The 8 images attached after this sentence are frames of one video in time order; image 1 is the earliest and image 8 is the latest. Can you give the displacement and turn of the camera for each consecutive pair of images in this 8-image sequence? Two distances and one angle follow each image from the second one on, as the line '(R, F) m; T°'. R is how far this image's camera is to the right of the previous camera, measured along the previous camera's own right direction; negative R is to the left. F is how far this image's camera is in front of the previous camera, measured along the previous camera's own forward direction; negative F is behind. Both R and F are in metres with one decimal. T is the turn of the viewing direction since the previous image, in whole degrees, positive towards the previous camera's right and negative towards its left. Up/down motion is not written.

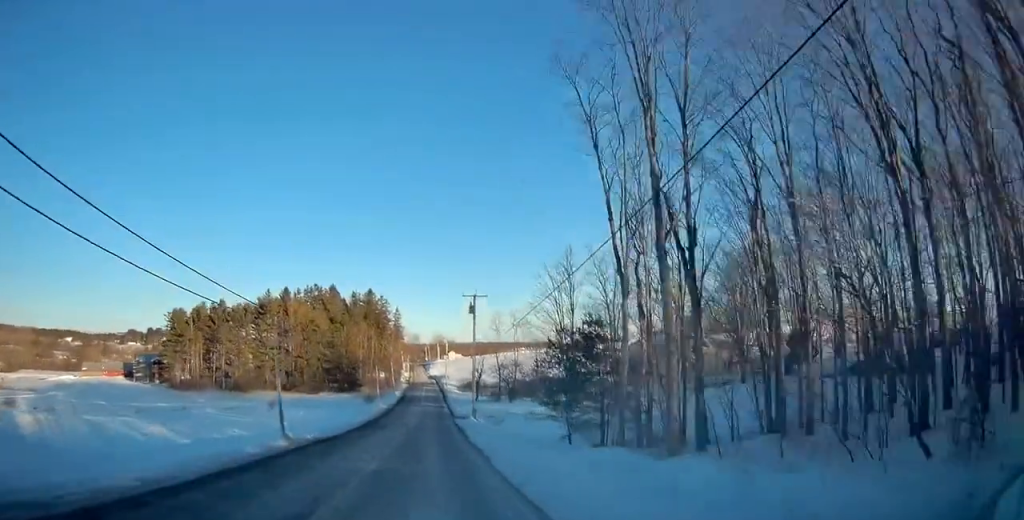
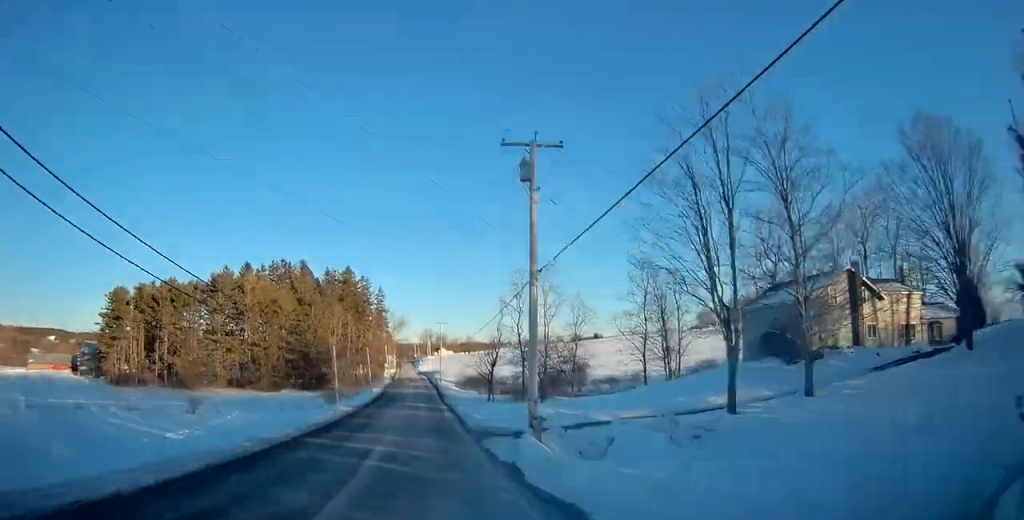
(+0.3, +31.3) m; +1°
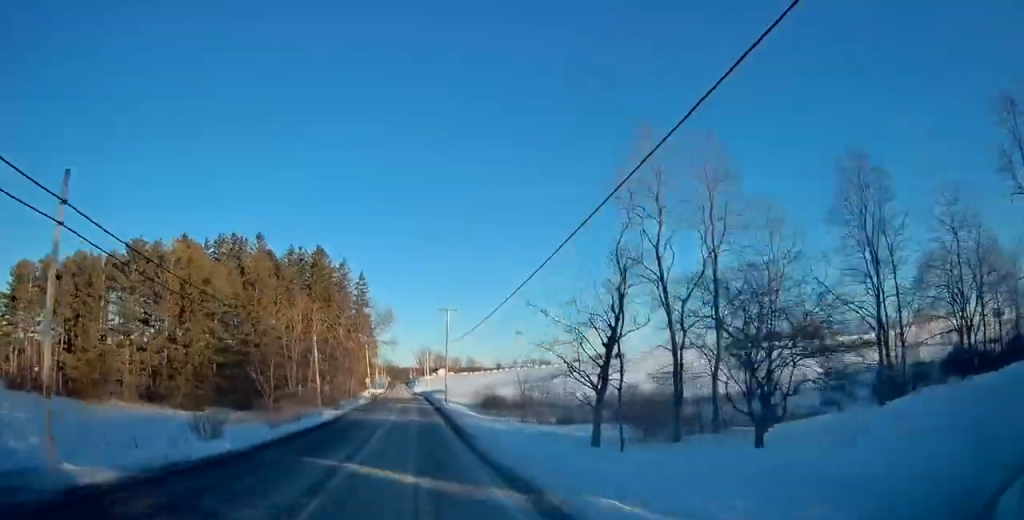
(+0.3, +39.6) m; 0°
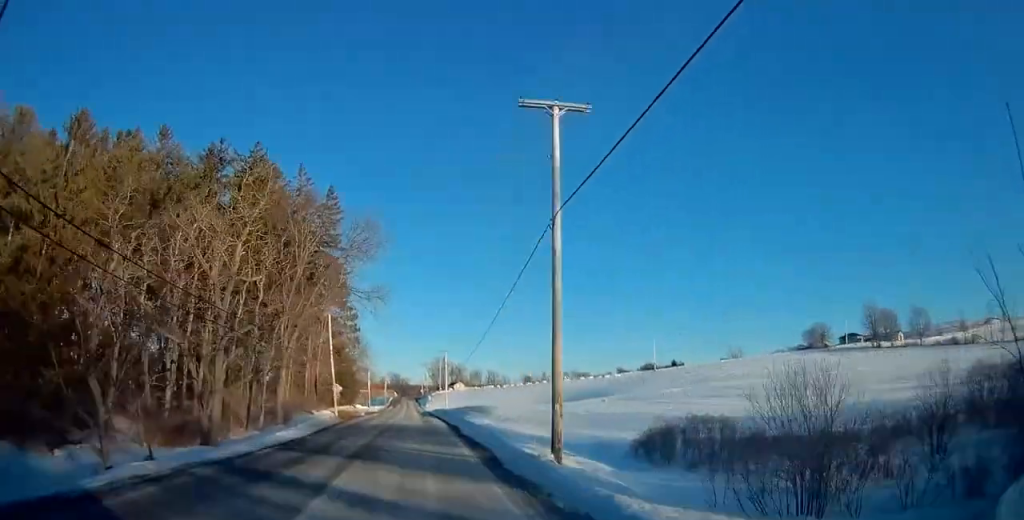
(-0.5, +50.1) m; -1°
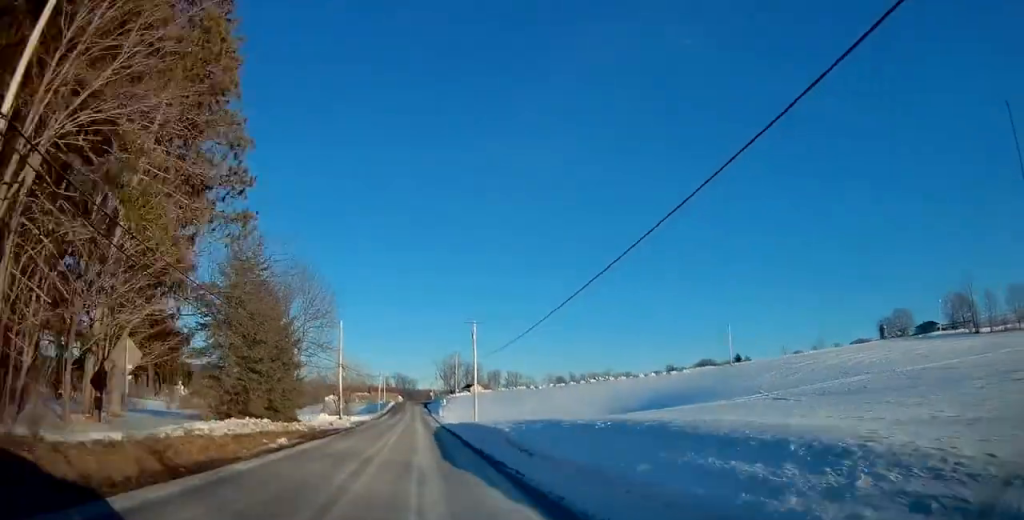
(0.0, +44.3) m; -1°
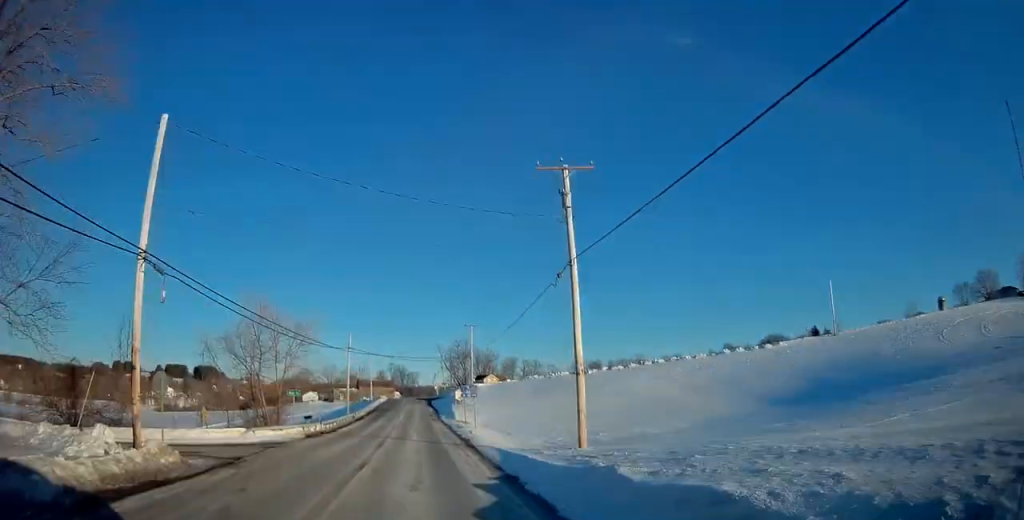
(-0.5, +41.4) m; 0°
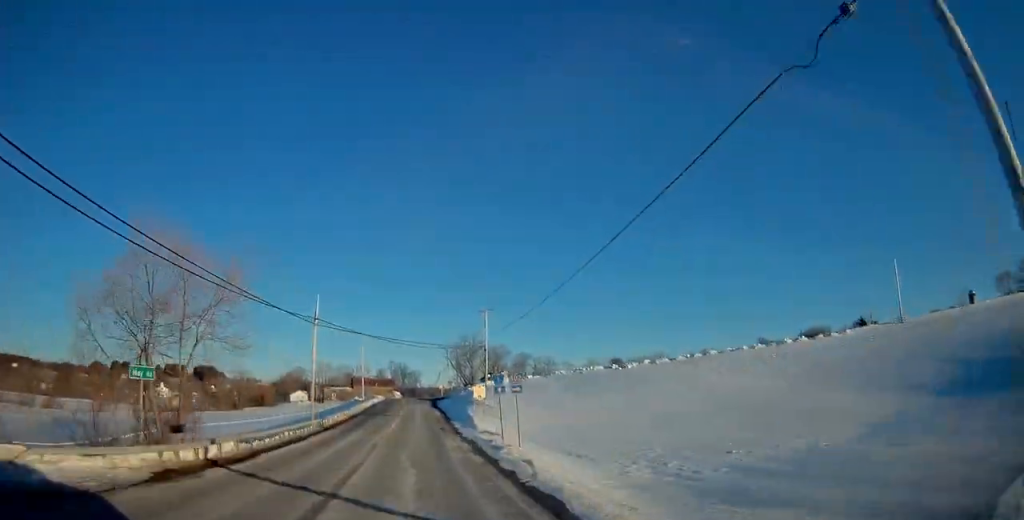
(-0.2, +18.4) m; 0°
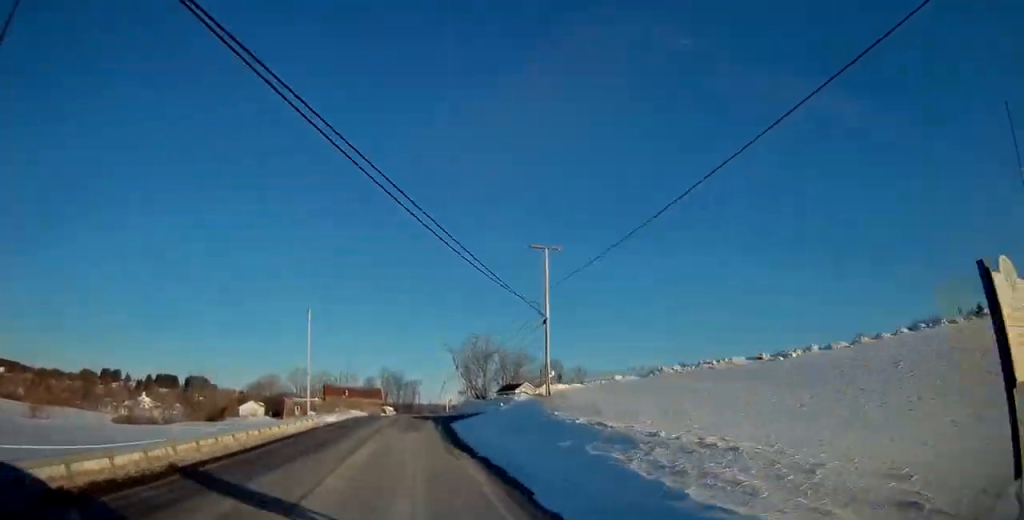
(+0.5, +39.1) m; 0°
